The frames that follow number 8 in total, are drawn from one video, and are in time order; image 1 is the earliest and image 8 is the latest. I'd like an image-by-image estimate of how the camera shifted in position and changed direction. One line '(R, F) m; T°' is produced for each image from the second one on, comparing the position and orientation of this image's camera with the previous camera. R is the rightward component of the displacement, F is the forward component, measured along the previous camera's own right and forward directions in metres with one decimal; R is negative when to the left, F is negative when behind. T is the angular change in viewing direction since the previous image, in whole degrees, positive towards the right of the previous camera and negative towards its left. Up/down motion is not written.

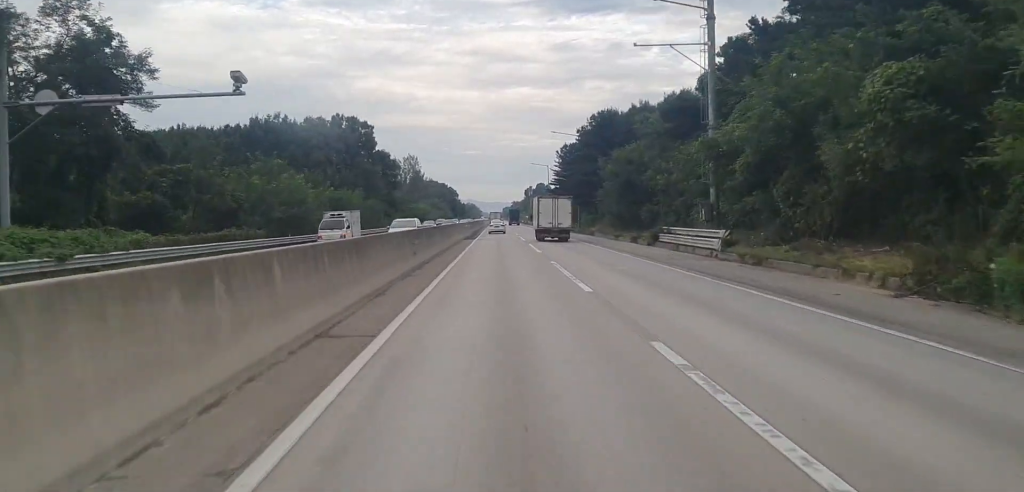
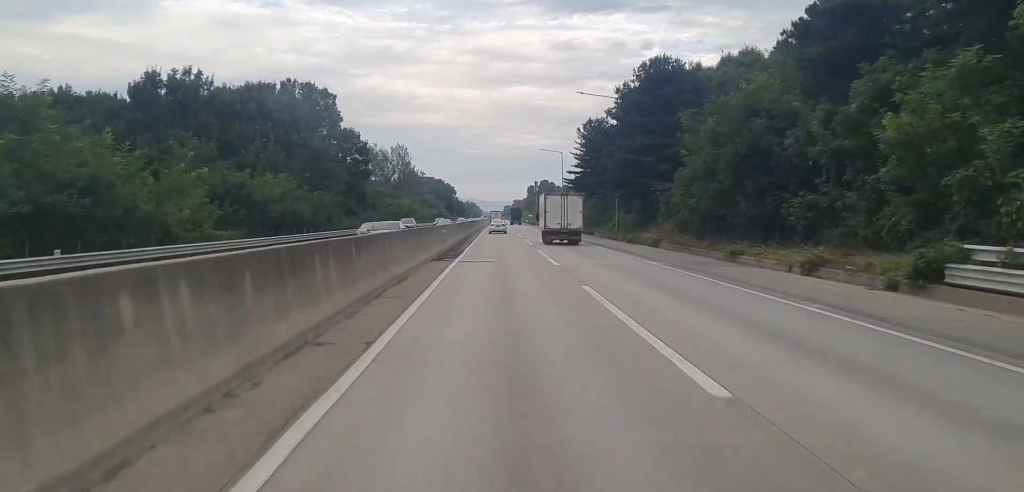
(-0.2, +31.2) m; 0°
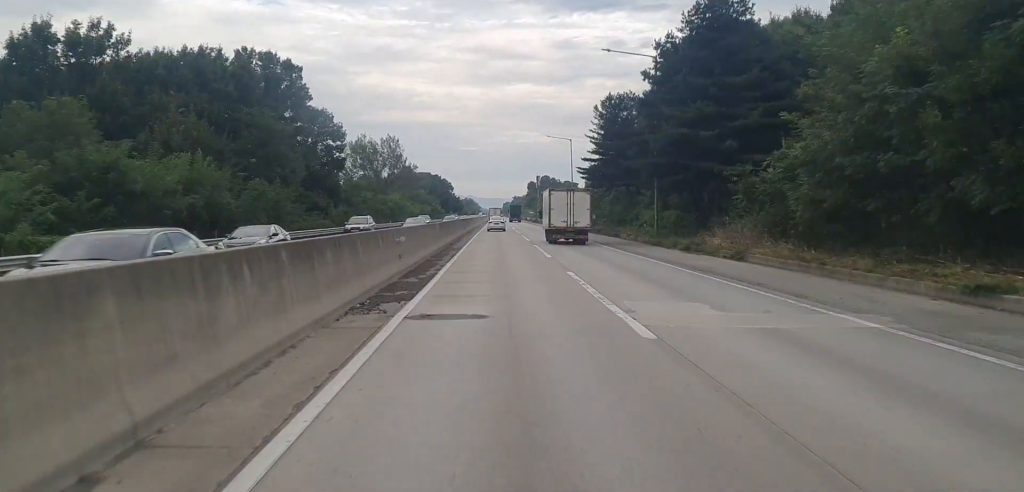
(0.0, +16.8) m; 0°
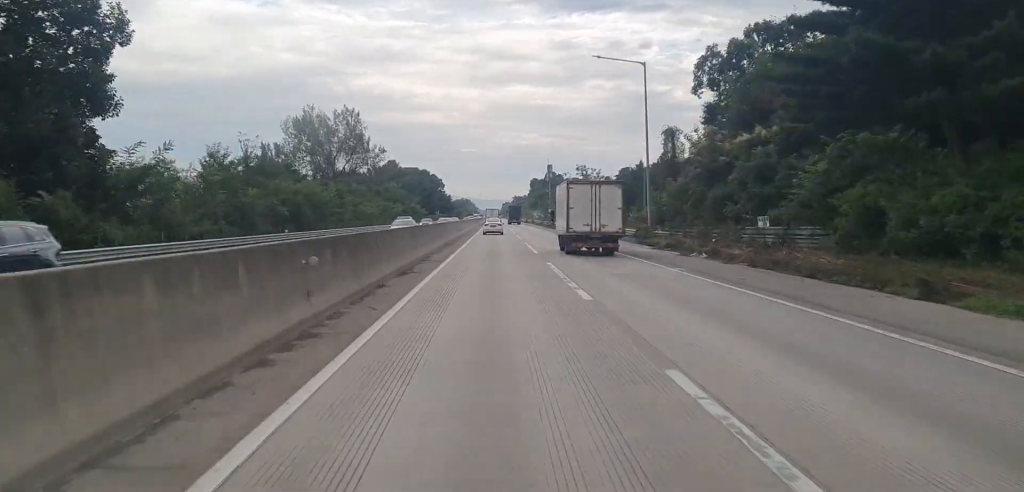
(+0.3, +54.0) m; +1°
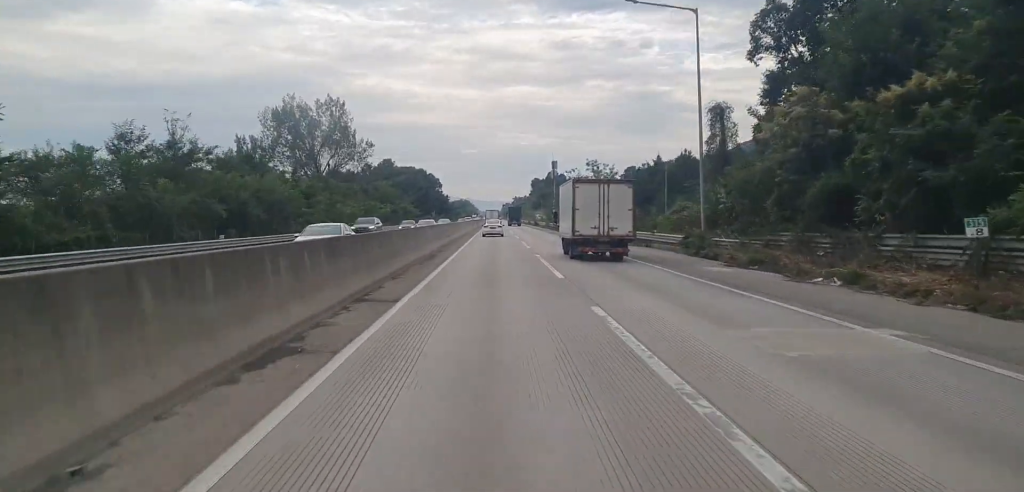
(+0.1, +13.2) m; 0°
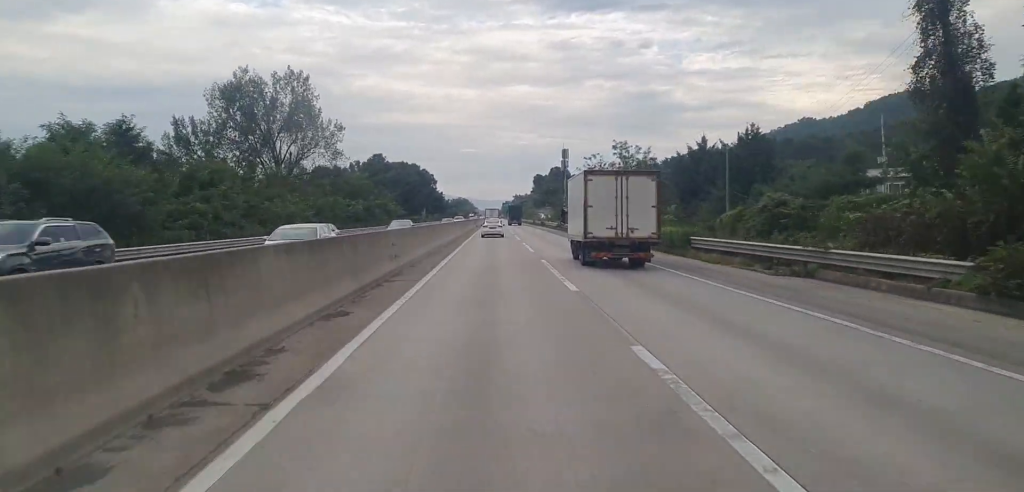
(0.0, +24.0) m; 0°
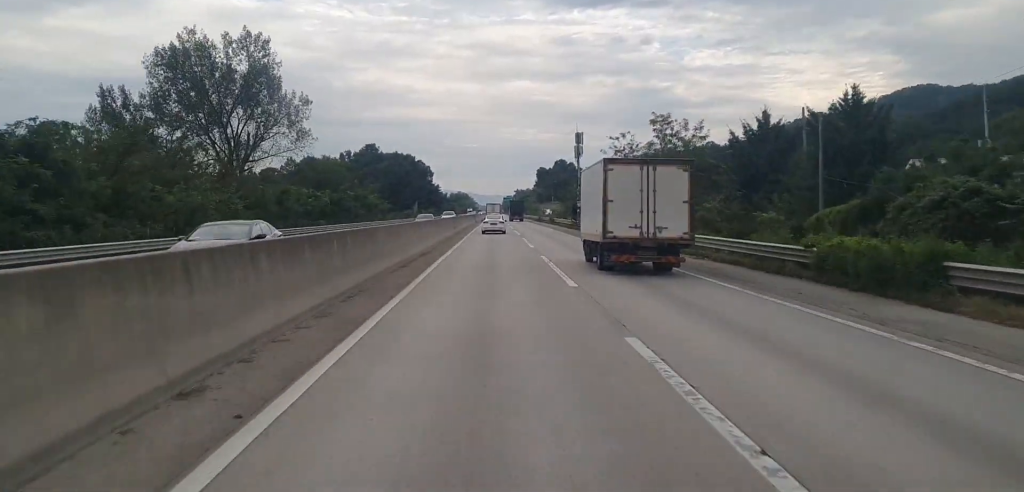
(-0.2, +18.7) m; 0°
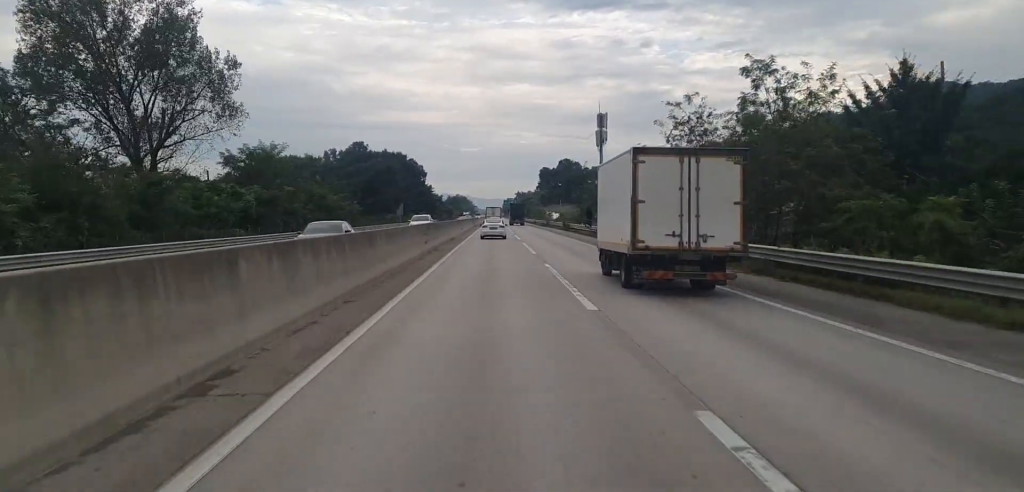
(+0.2, +21.6) m; 0°
